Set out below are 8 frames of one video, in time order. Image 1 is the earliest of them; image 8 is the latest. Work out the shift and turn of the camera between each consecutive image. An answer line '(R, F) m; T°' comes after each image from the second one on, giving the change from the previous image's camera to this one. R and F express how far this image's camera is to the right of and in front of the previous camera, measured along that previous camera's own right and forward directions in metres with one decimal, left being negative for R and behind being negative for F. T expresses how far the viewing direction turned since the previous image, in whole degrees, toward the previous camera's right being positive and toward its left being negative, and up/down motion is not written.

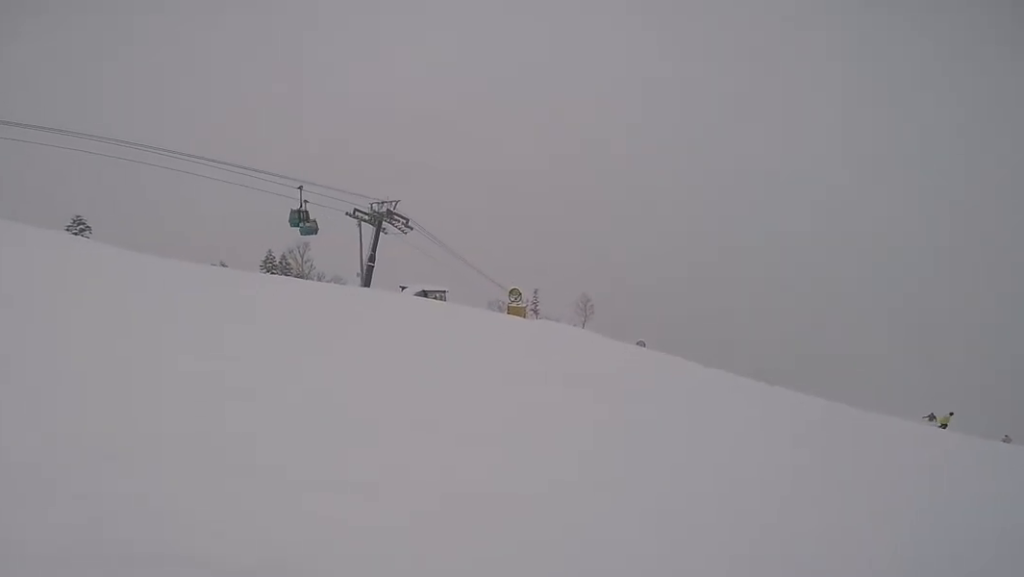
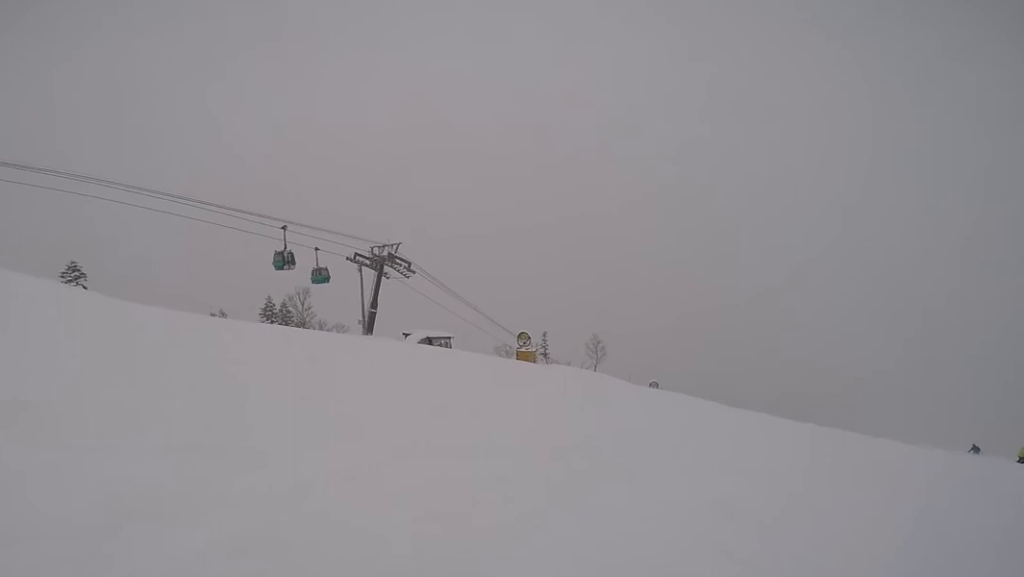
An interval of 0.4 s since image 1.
(-0.1, +2.1) m; -2°
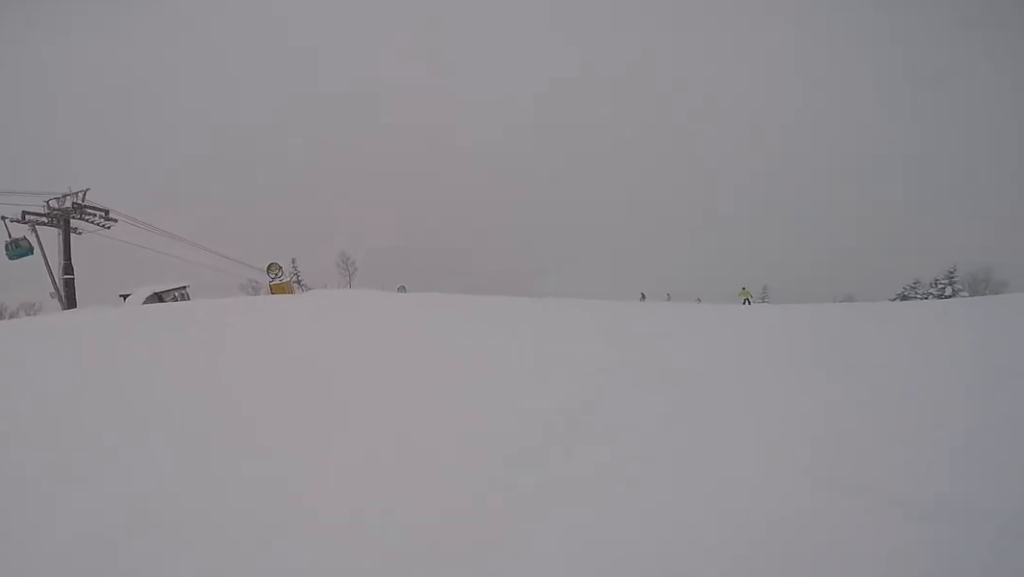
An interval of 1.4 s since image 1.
(0.0, +4.6) m; +7°
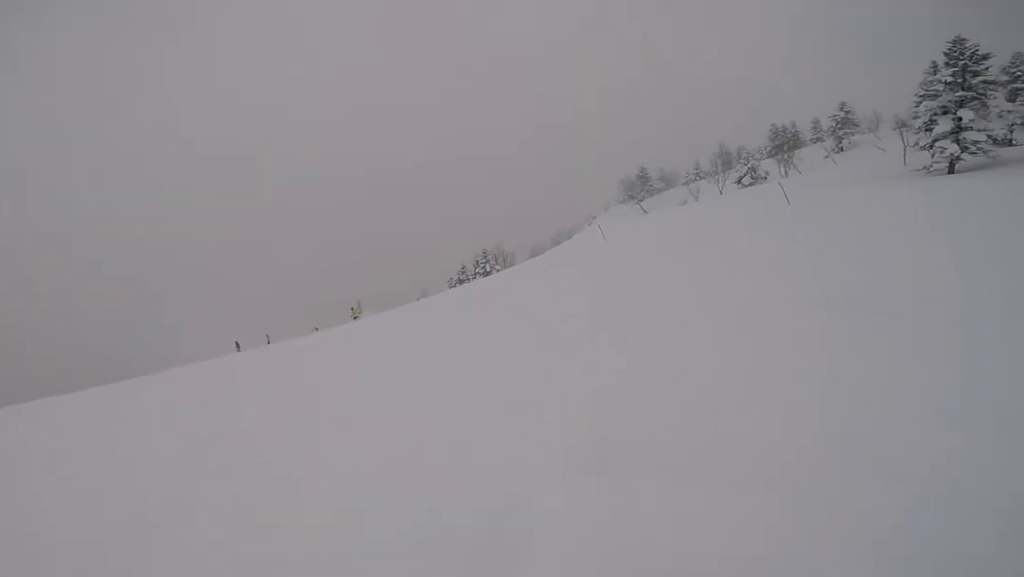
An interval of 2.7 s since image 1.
(+1.5, +4.6) m; +45°
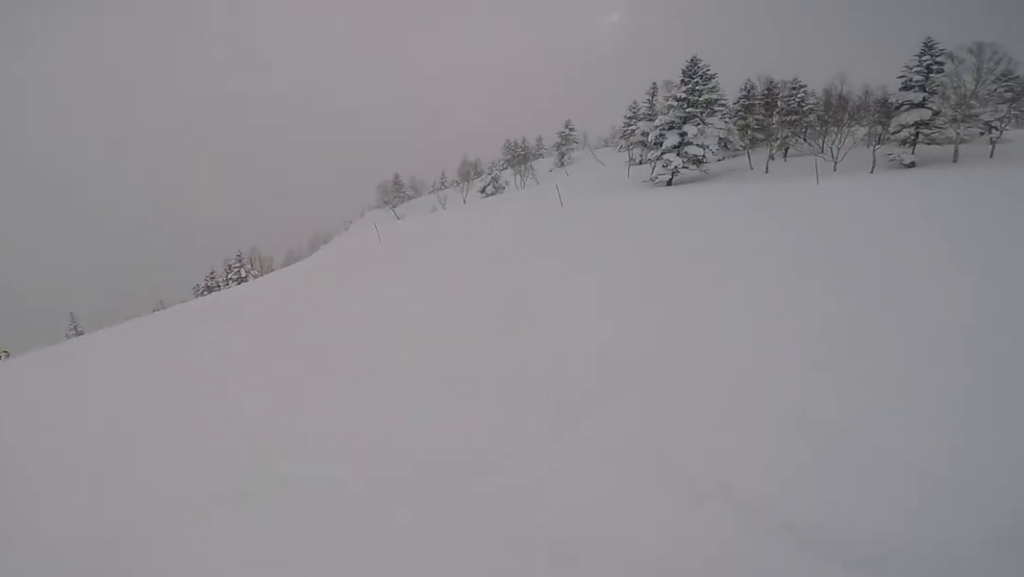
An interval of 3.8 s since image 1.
(+1.8, +4.6) m; +35°
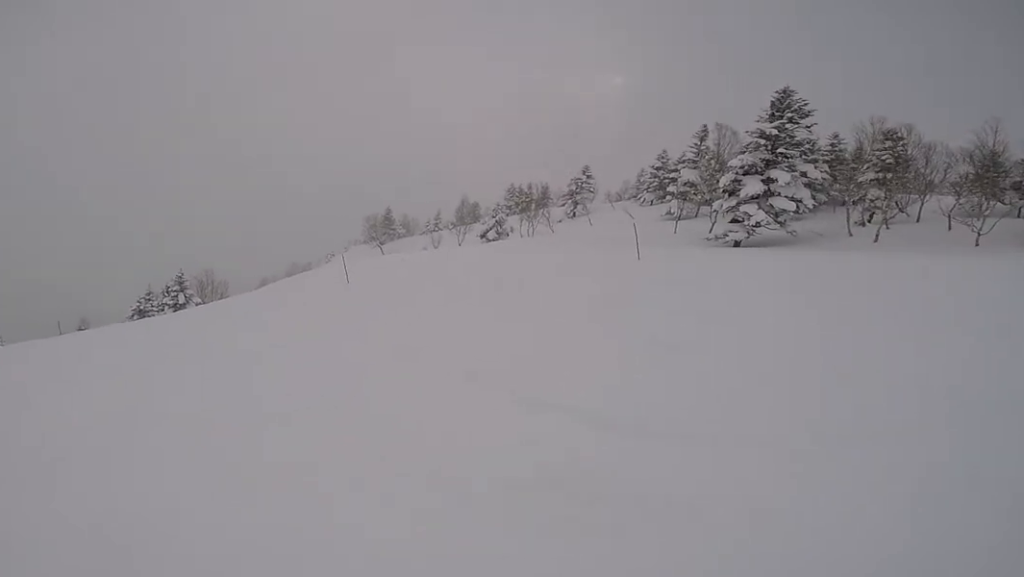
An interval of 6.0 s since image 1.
(+2.6, +8.2) m; +10°
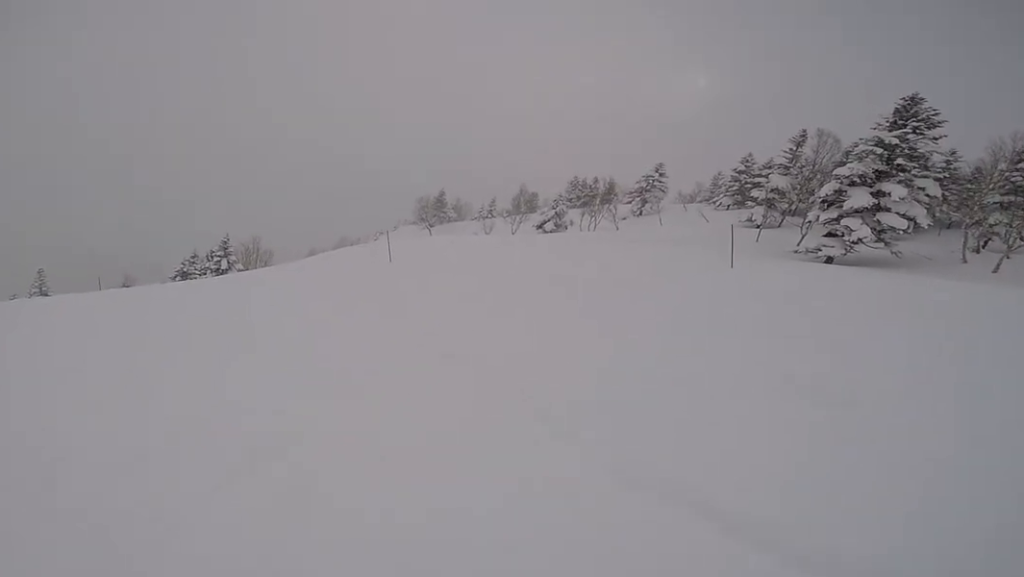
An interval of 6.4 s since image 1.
(-0.2, +1.7) m; -7°
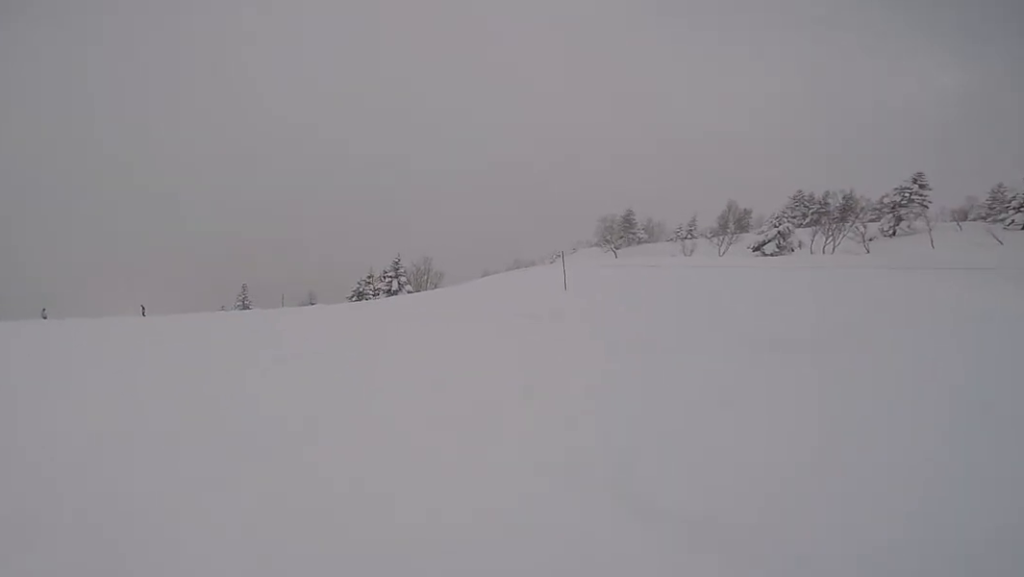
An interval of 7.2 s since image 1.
(0.0, +3.3) m; -4°
